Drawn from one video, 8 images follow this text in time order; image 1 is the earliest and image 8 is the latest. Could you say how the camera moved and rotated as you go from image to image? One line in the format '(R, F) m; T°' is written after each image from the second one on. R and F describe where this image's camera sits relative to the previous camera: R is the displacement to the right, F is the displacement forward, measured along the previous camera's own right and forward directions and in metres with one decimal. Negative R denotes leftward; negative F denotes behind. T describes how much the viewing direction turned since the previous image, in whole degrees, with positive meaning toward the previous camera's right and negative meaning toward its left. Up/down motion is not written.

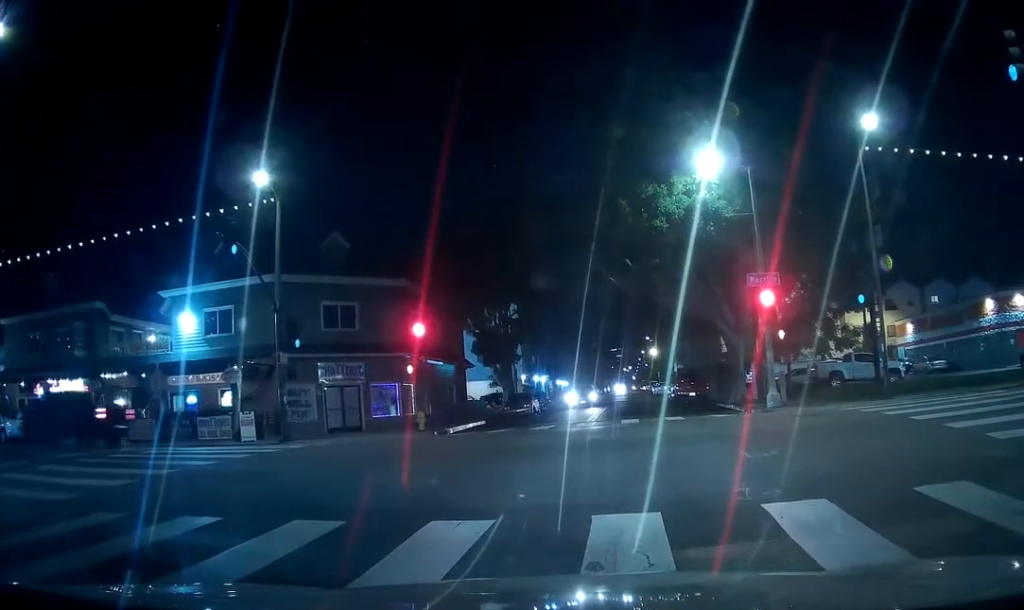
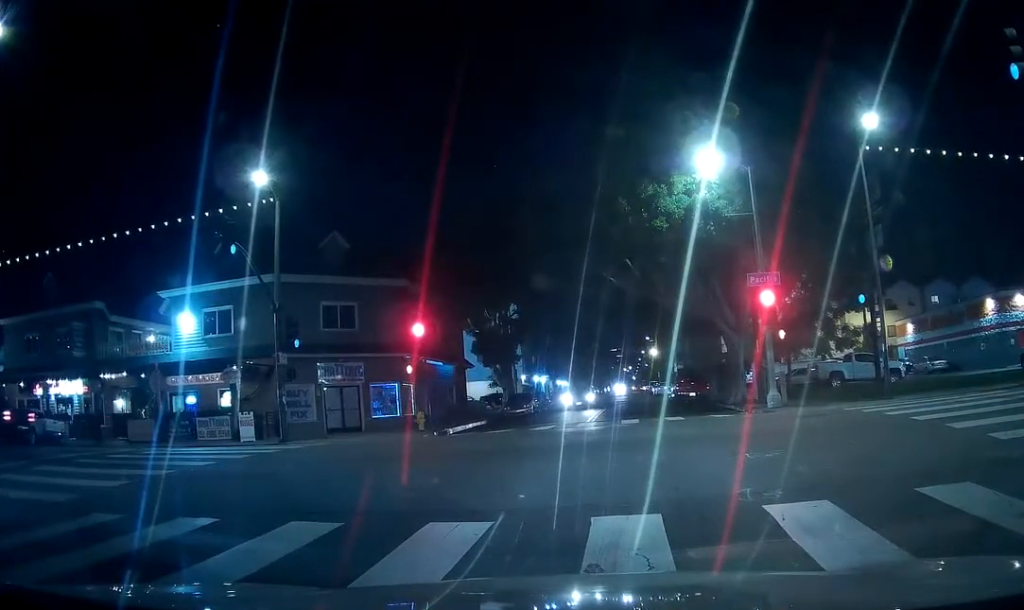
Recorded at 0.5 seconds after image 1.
(-0.2, +0.1) m; 0°
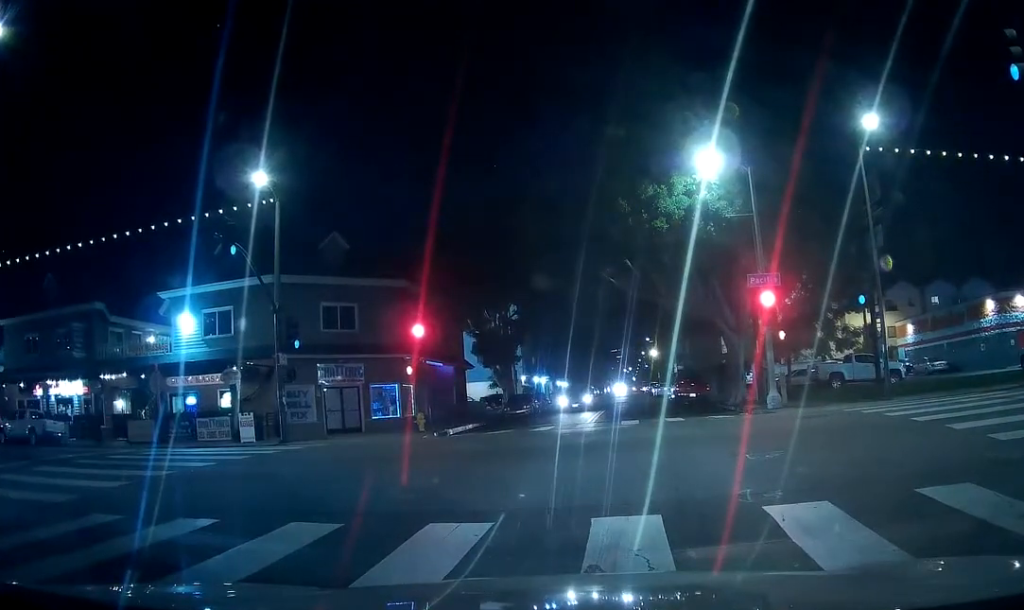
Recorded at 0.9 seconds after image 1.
(-0.1, 0.0) m; 0°
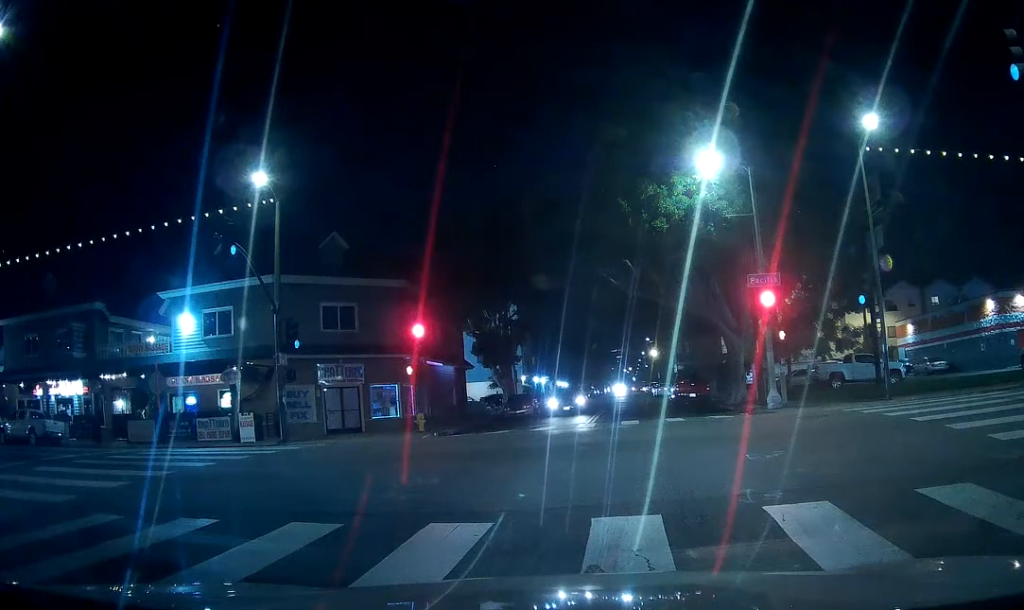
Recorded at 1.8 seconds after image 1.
(0.0, 0.0) m; 0°
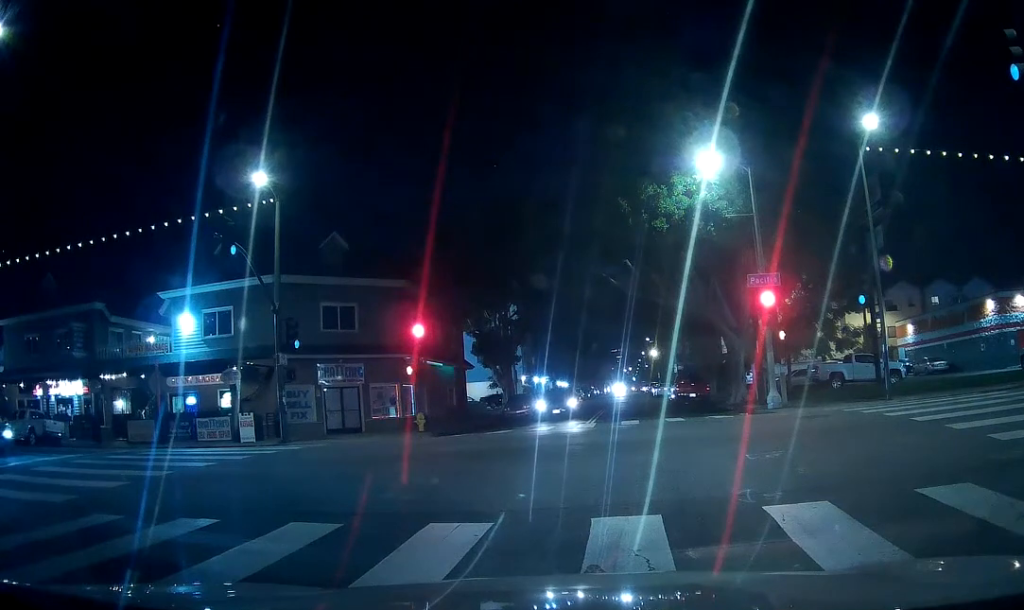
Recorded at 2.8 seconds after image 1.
(0.0, 0.0) m; 0°
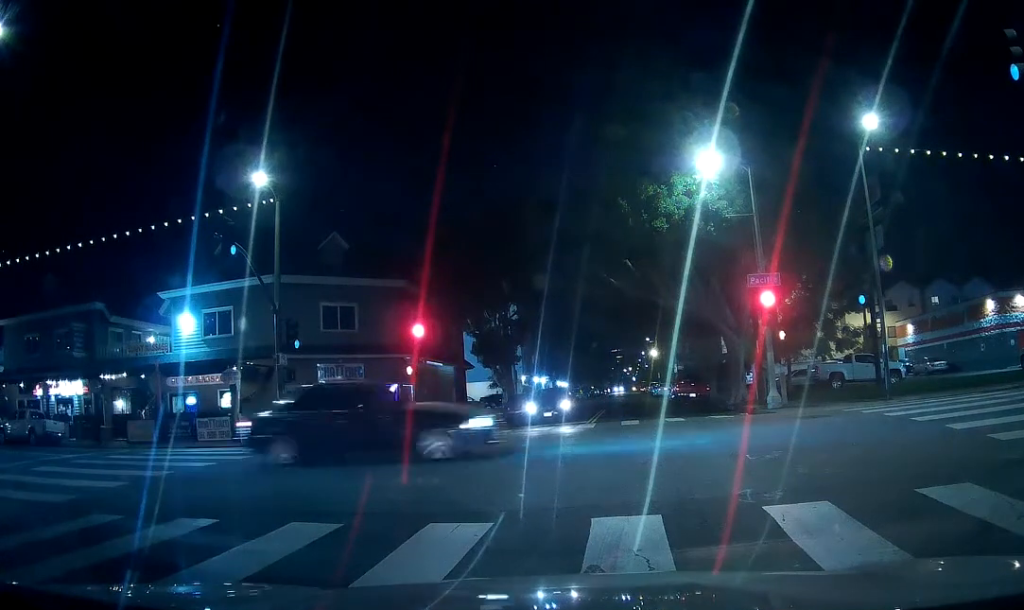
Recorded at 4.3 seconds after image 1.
(0.0, 0.0) m; 0°
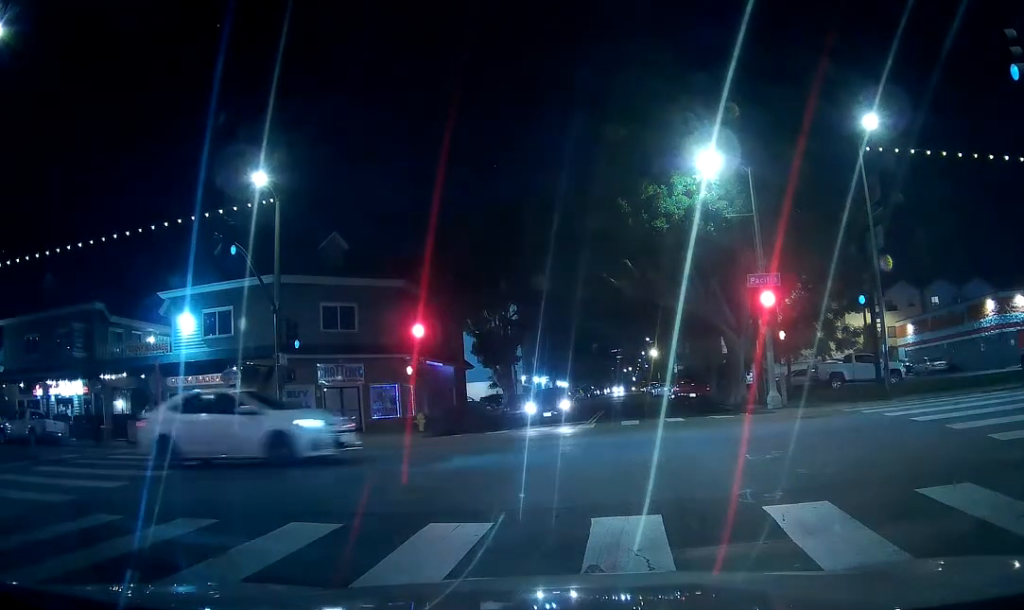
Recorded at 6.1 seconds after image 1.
(0.0, 0.0) m; 0°
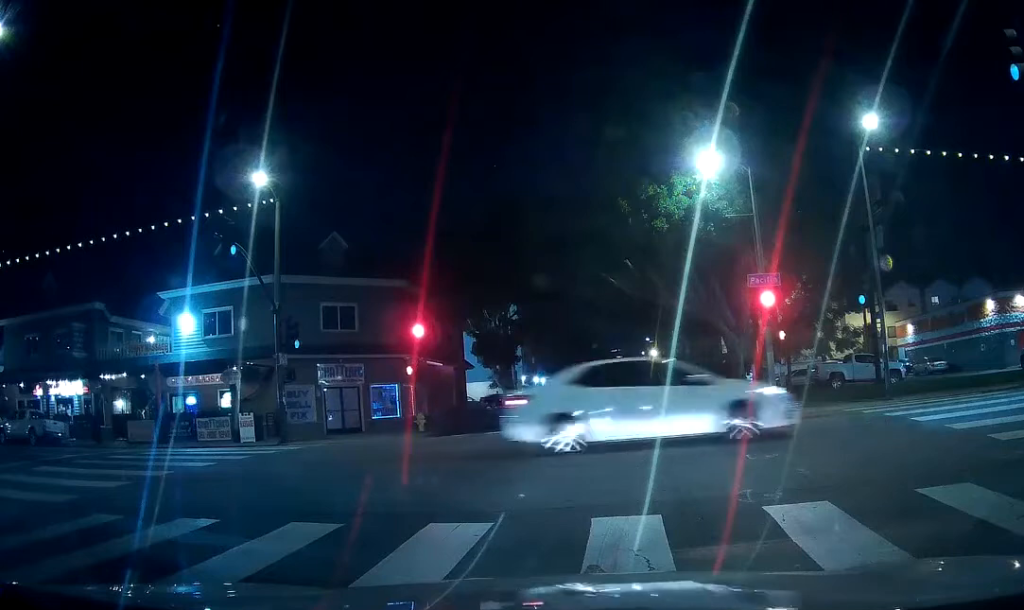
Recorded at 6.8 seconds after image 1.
(0.0, 0.0) m; 0°
